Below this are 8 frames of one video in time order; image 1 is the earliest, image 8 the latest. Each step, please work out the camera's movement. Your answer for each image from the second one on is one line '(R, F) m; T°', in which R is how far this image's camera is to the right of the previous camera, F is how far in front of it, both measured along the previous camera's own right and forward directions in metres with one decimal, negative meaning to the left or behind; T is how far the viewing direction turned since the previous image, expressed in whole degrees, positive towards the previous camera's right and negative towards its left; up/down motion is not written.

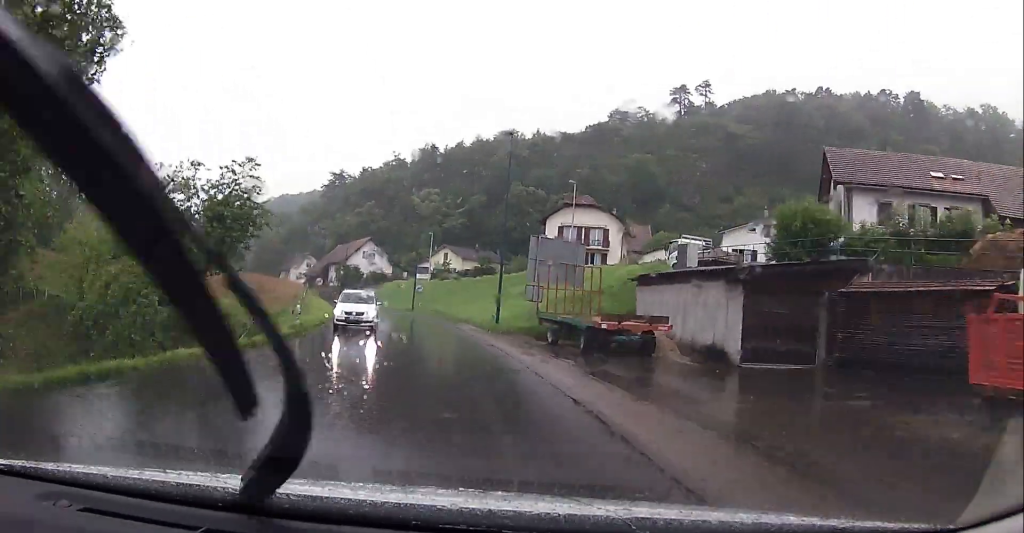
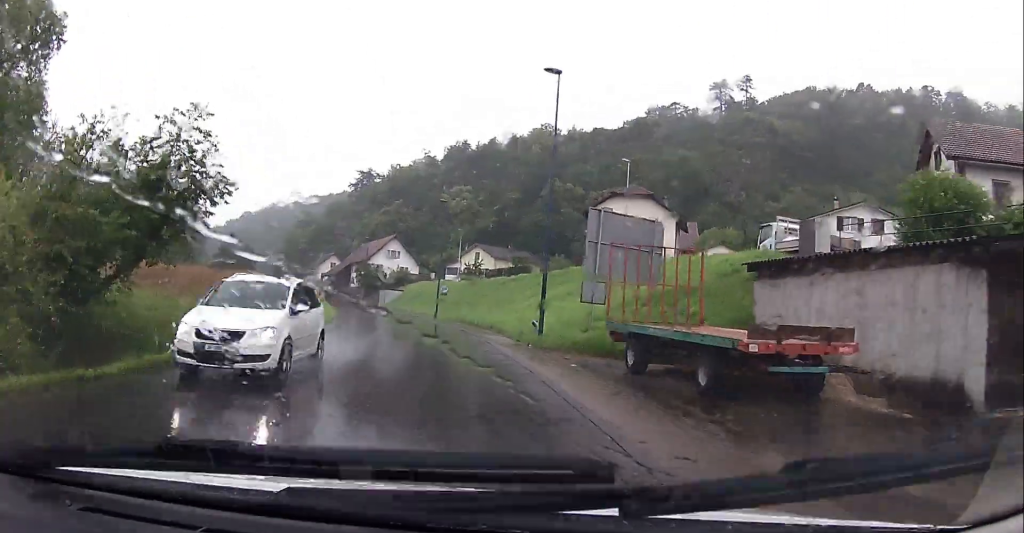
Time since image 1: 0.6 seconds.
(-0.1, +9.1) m; -2°
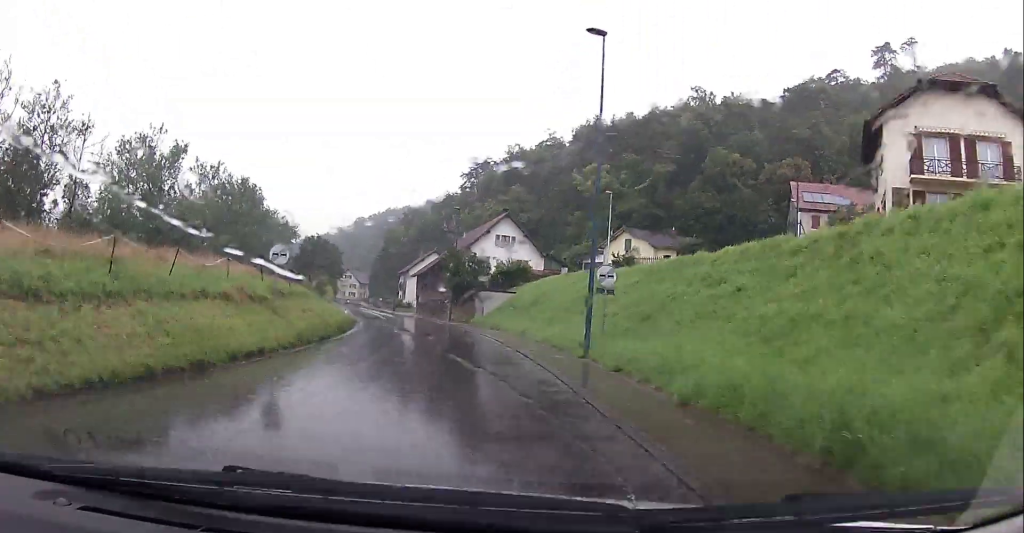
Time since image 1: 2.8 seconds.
(-3.6, +35.0) m; -11°
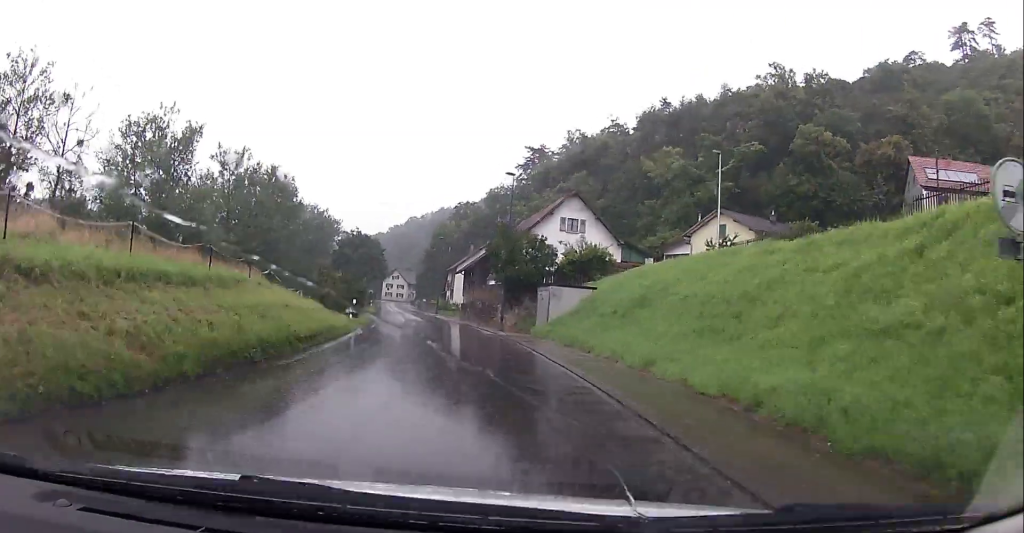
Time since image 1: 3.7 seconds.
(-0.5, +15.0) m; -4°
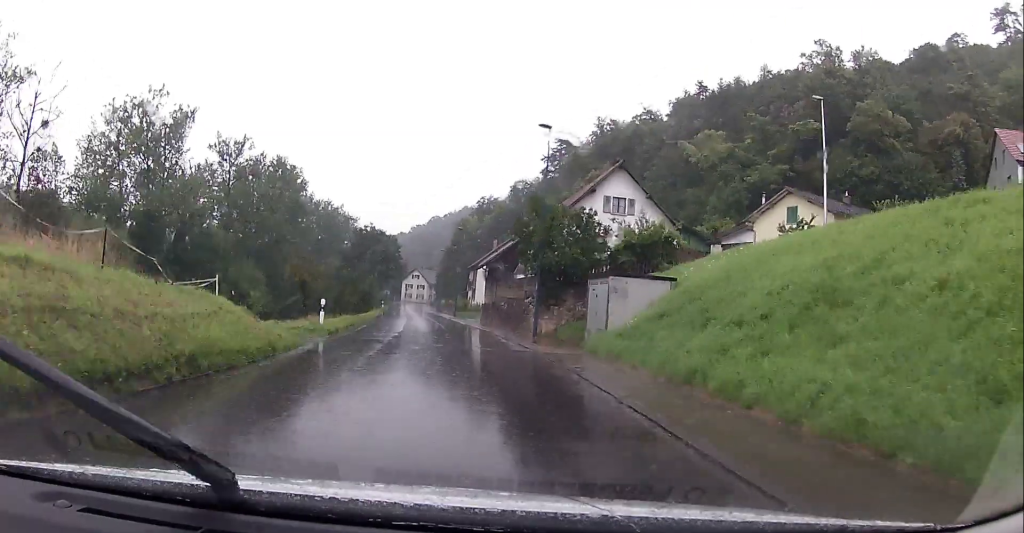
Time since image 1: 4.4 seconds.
(-0.3, +10.8) m; -3°
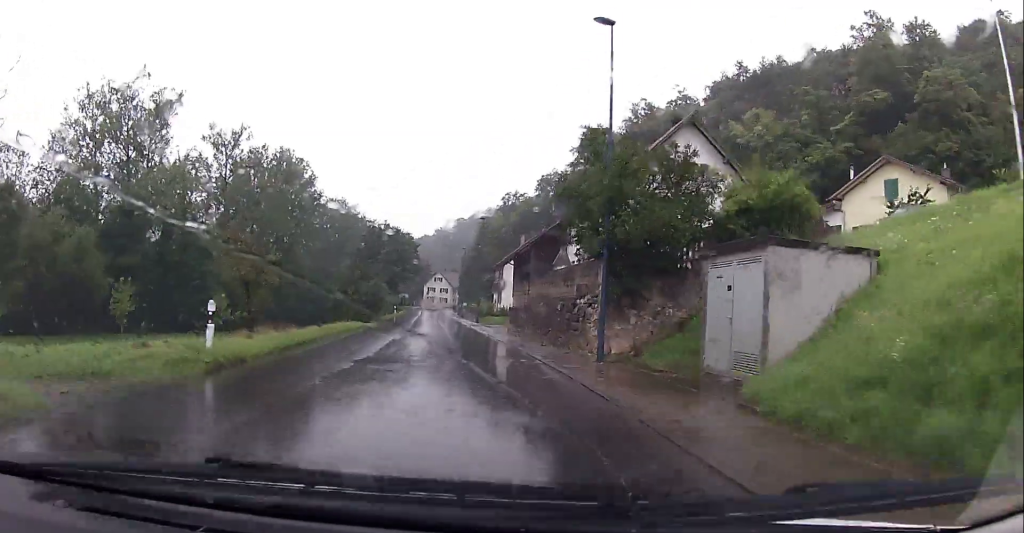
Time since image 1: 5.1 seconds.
(-0.1, +11.5) m; -2°
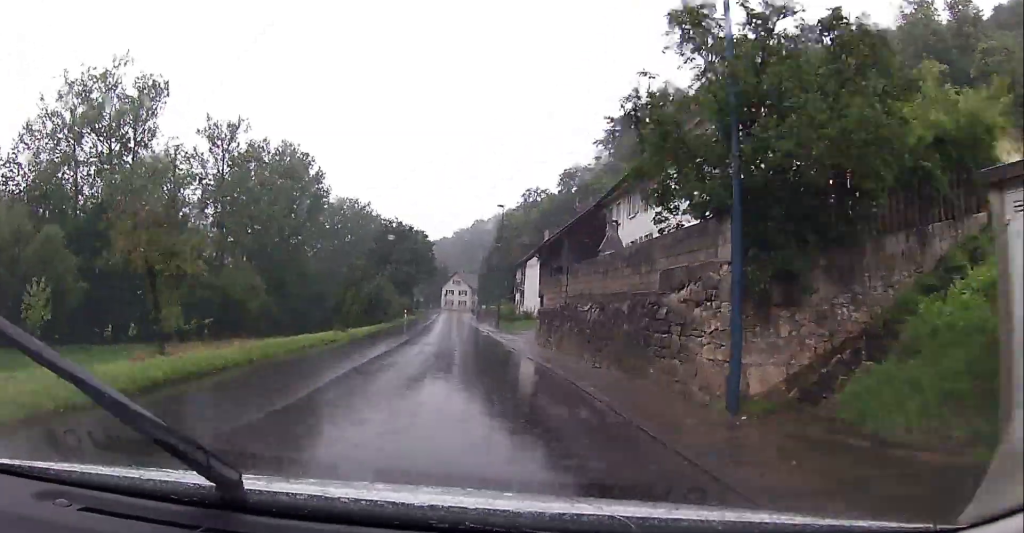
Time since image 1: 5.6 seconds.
(-0.1, +8.2) m; -1°
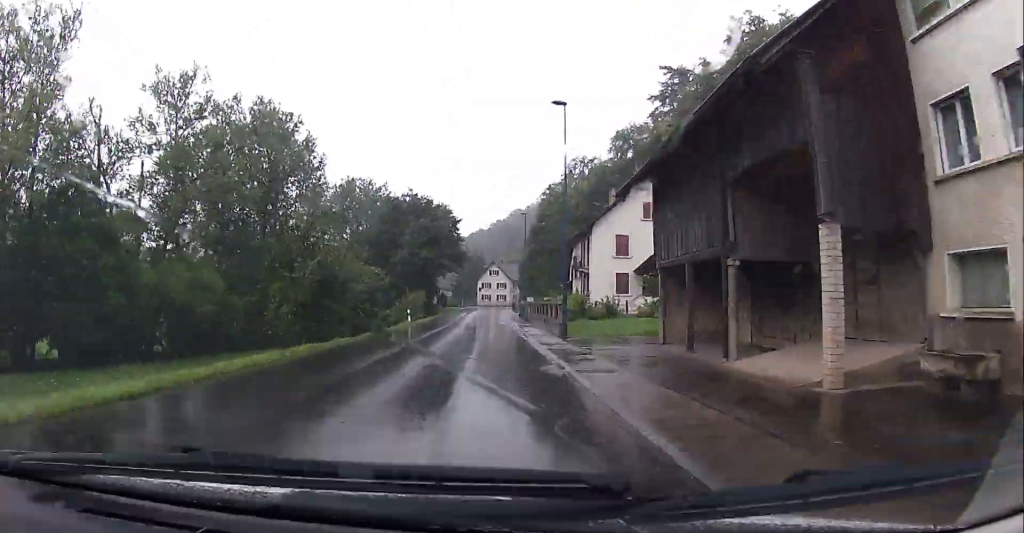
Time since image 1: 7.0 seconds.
(-0.7, +24.1) m; -3°
